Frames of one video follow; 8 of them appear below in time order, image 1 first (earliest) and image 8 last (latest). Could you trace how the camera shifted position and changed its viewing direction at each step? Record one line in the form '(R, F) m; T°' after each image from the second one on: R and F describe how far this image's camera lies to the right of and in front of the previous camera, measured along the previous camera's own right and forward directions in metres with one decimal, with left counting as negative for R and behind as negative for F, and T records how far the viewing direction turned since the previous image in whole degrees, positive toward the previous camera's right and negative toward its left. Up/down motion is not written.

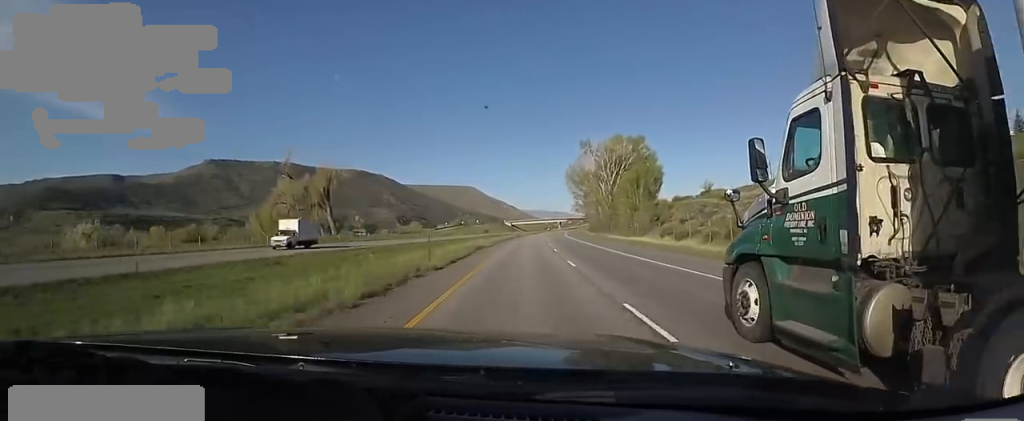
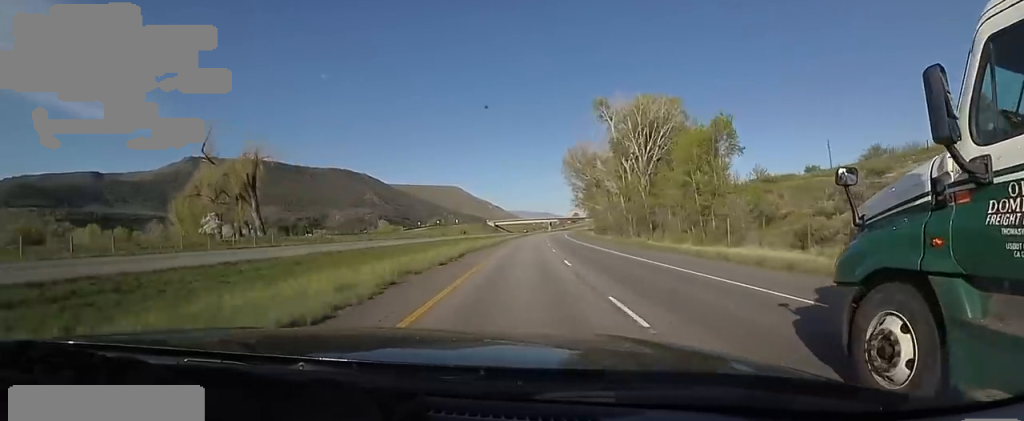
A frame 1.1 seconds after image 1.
(-0.6, +35.5) m; 0°
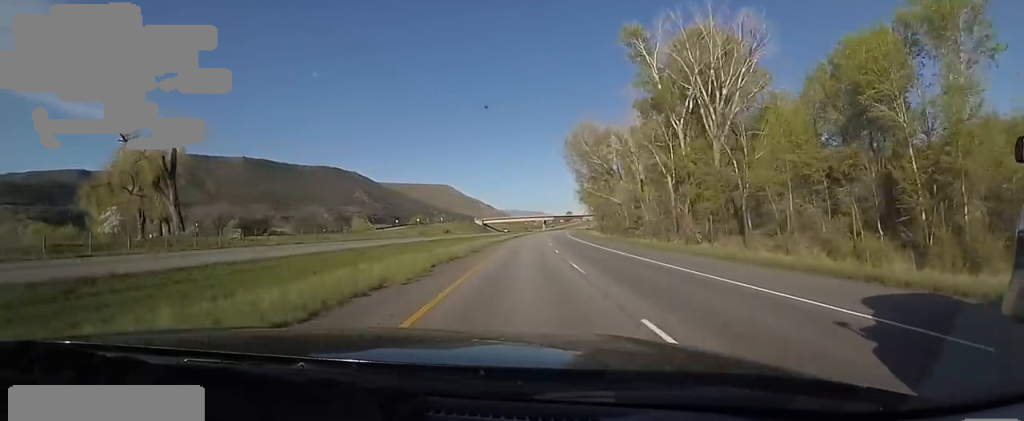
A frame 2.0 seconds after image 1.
(+0.7, +26.1) m; +2°
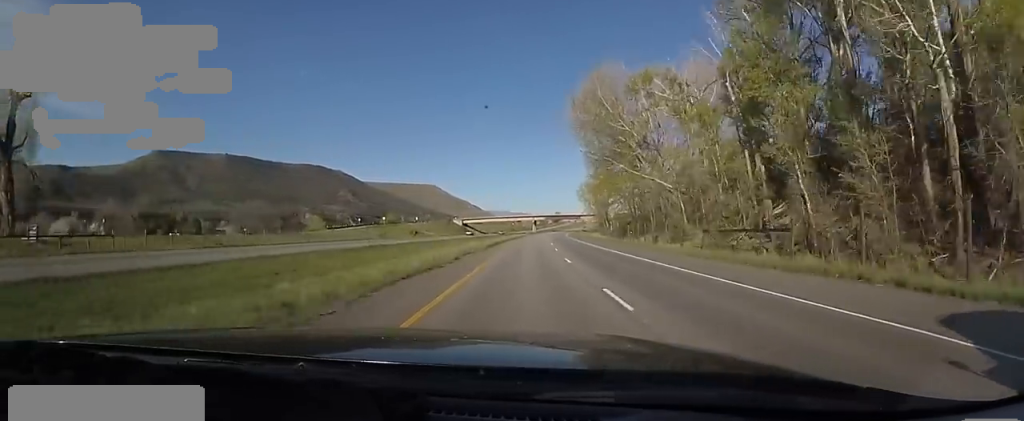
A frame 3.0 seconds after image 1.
(+0.4, +32.3) m; +1°
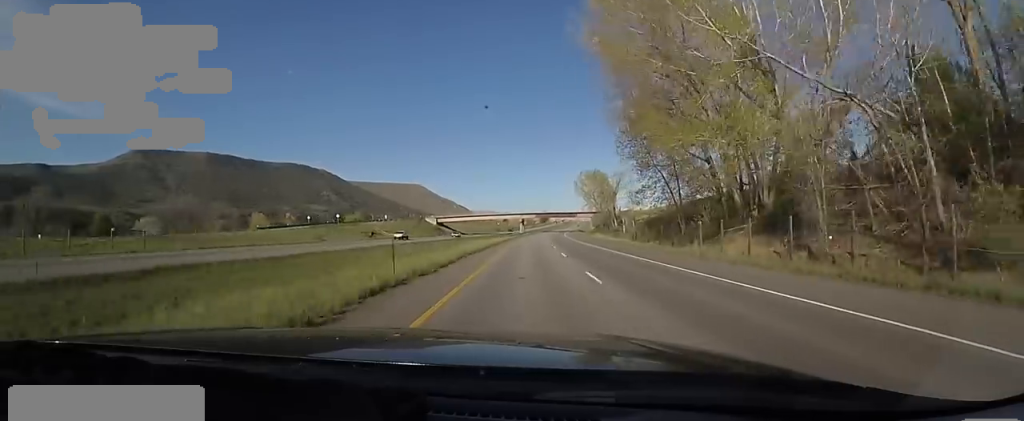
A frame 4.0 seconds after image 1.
(0.0, +31.2) m; +2°
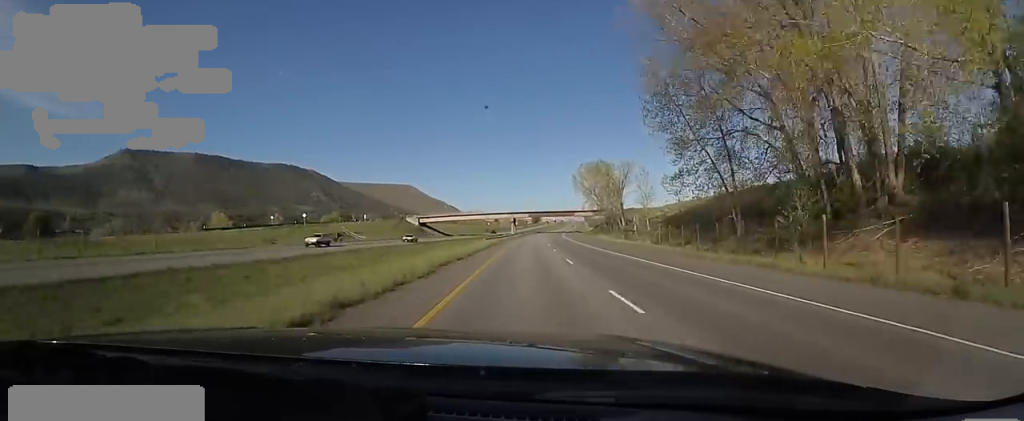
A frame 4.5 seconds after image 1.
(+0.2, +16.6) m; +1°
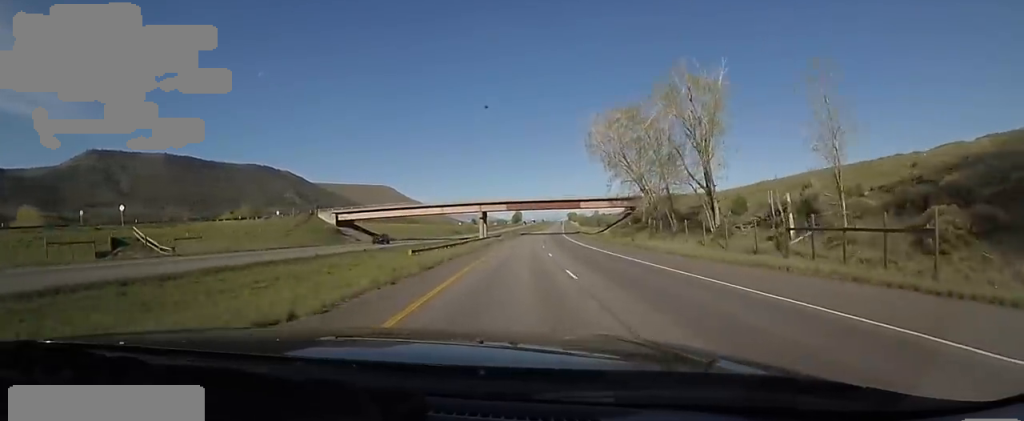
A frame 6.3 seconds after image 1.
(+0.4, +54.2) m; +1°
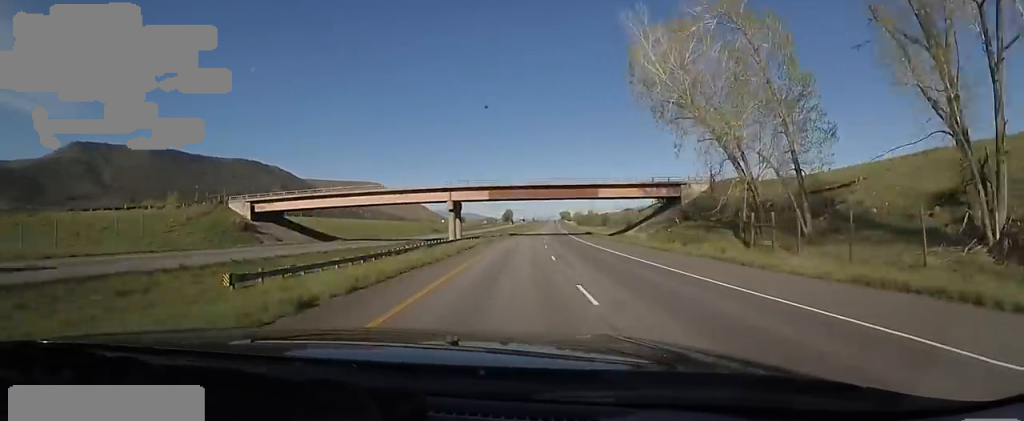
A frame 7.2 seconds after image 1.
(+0.9, +29.2) m; +5°
